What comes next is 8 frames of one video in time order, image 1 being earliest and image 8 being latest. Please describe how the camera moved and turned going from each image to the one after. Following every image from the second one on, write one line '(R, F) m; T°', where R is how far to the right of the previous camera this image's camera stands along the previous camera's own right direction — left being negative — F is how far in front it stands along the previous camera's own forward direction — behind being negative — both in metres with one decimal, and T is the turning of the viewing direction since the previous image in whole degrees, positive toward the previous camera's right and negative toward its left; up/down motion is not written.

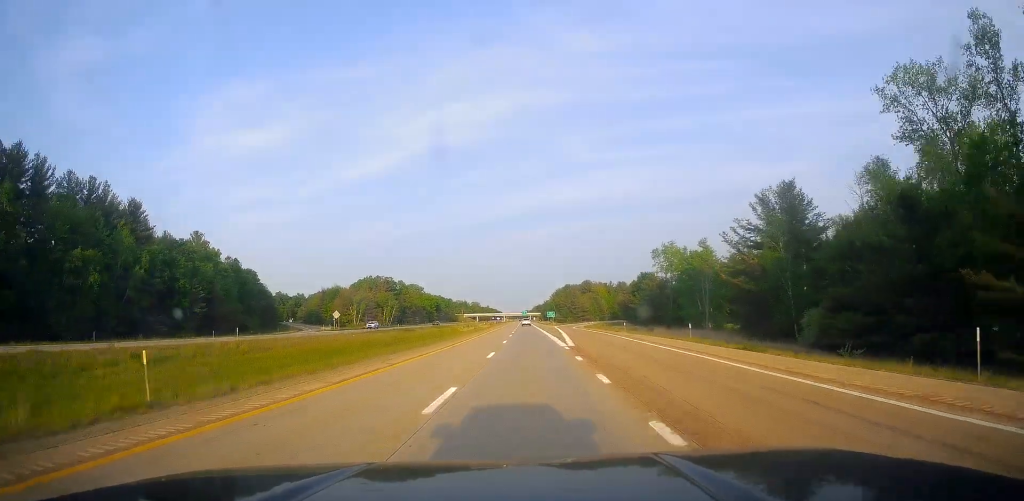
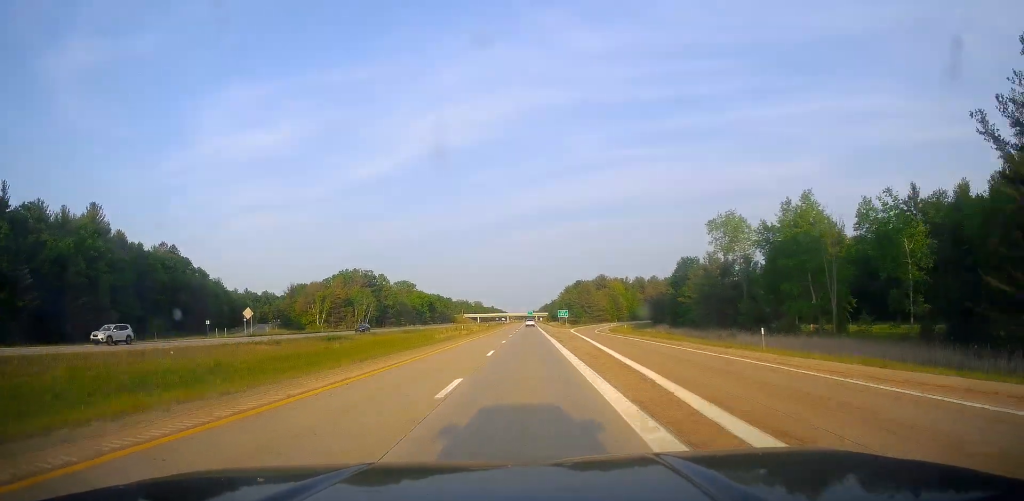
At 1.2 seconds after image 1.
(-0.5, +43.1) m; -1°
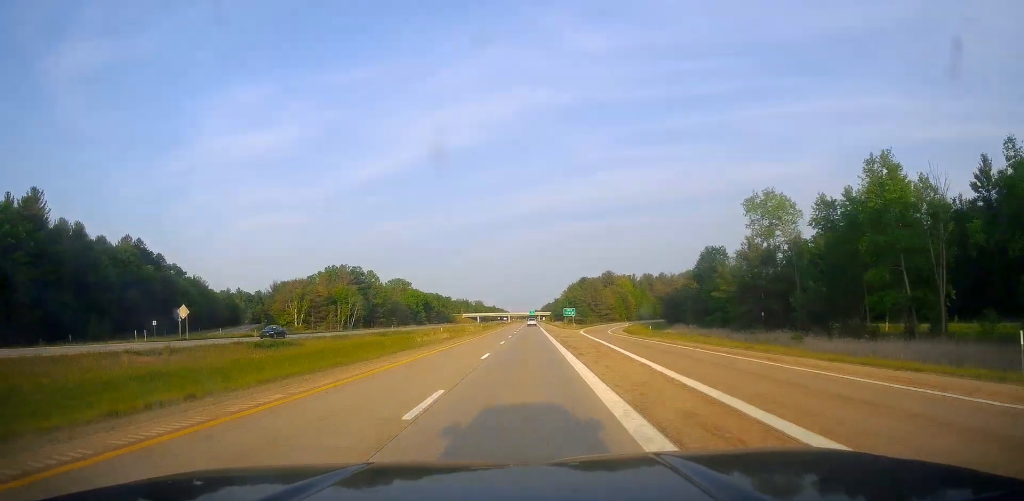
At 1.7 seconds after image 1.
(-0.1, +18.0) m; 0°
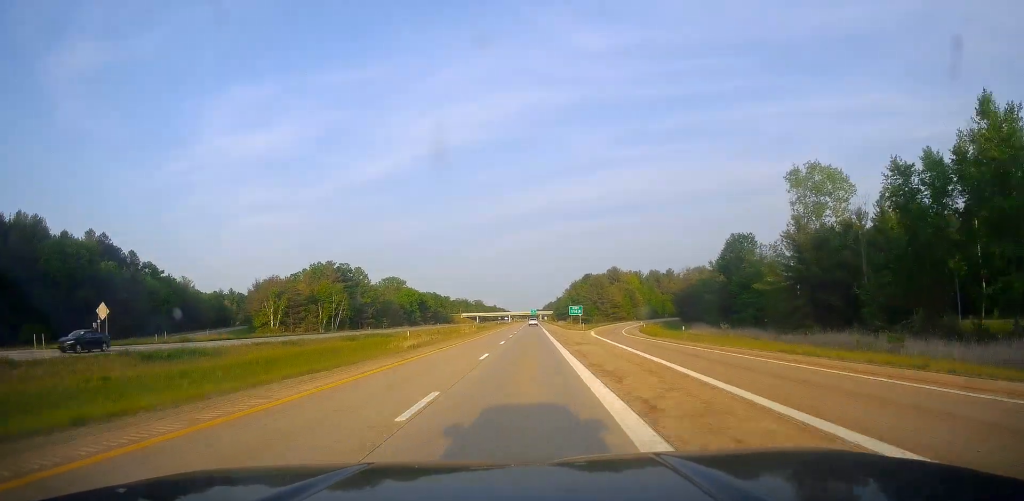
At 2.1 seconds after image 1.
(+0.3, +15.6) m; 0°
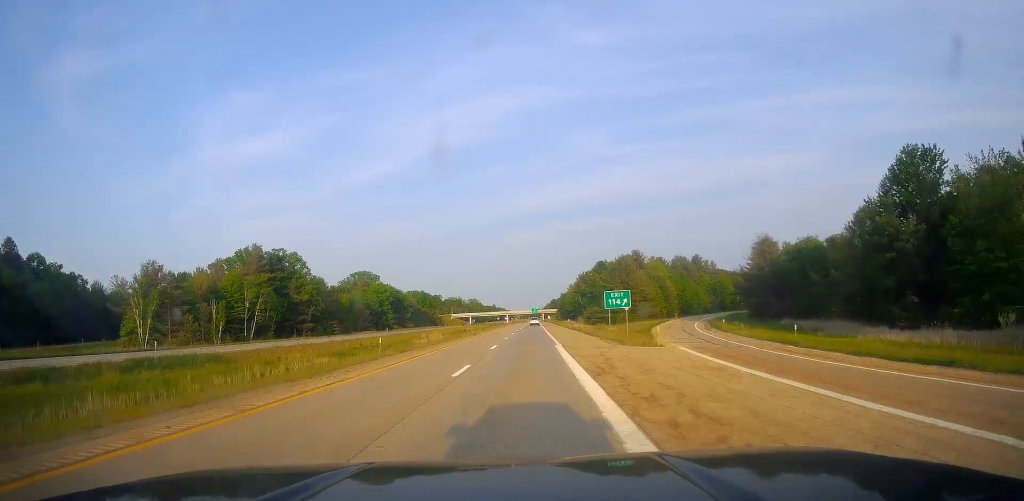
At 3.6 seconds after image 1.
(-0.6, +52.4) m; -1°
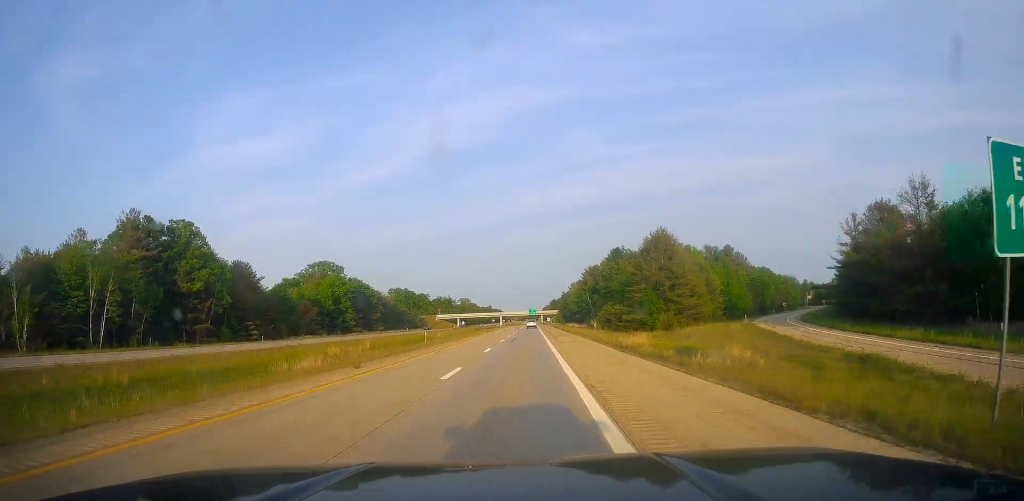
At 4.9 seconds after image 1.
(+0.7, +45.5) m; 0°
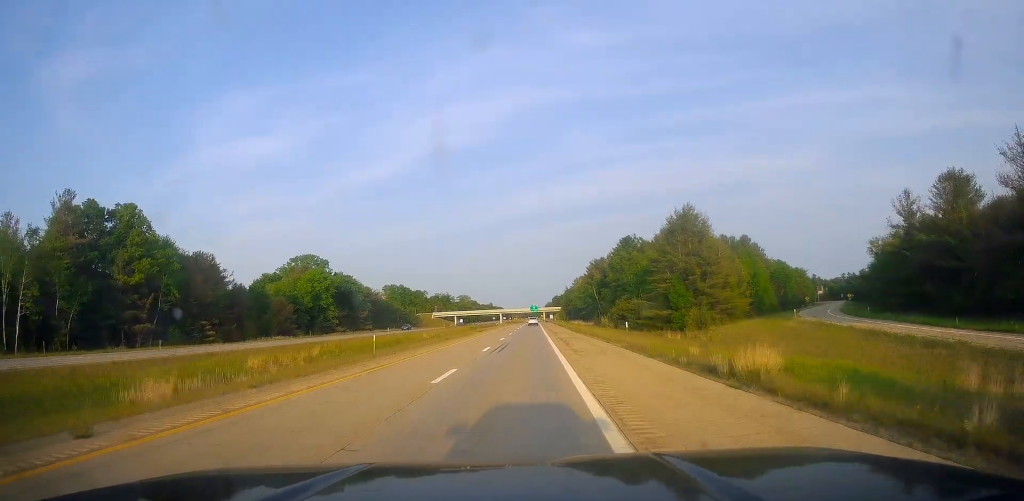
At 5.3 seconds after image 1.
(+0.1, +16.7) m; 0°
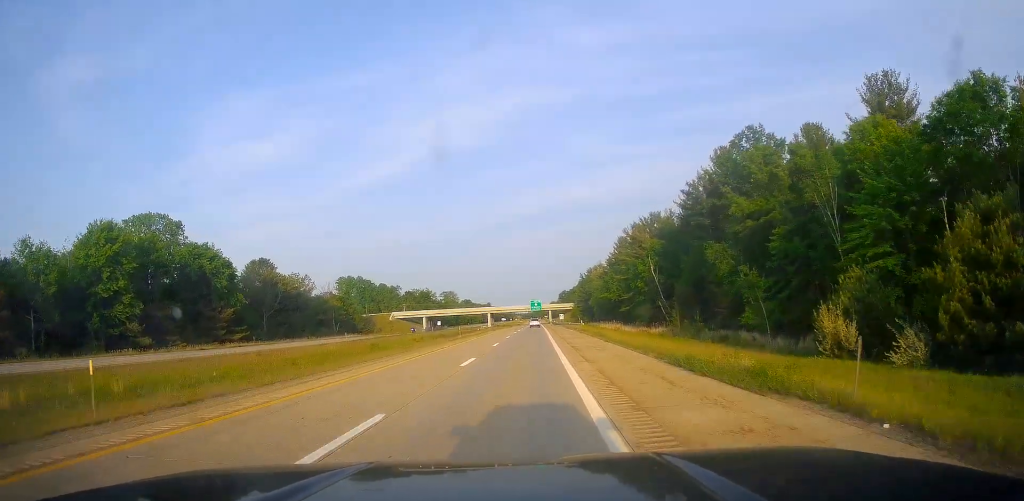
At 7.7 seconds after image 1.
(-0.2, +85.0) m; 0°
